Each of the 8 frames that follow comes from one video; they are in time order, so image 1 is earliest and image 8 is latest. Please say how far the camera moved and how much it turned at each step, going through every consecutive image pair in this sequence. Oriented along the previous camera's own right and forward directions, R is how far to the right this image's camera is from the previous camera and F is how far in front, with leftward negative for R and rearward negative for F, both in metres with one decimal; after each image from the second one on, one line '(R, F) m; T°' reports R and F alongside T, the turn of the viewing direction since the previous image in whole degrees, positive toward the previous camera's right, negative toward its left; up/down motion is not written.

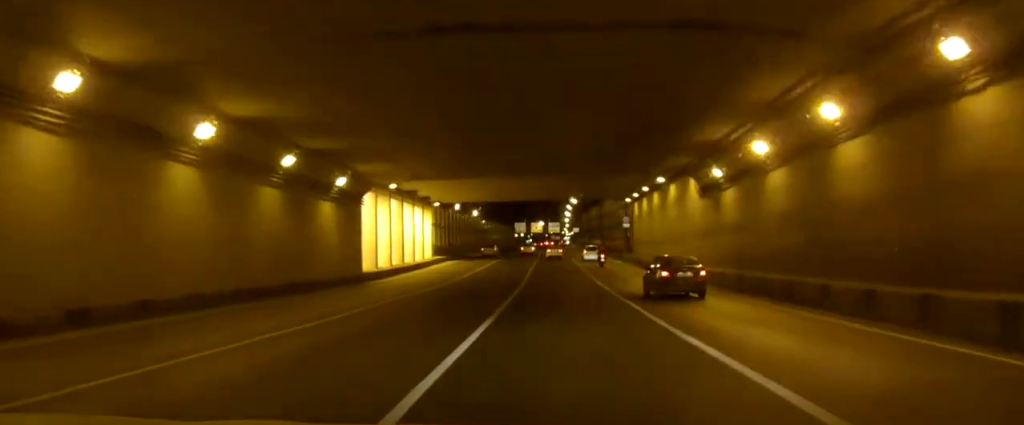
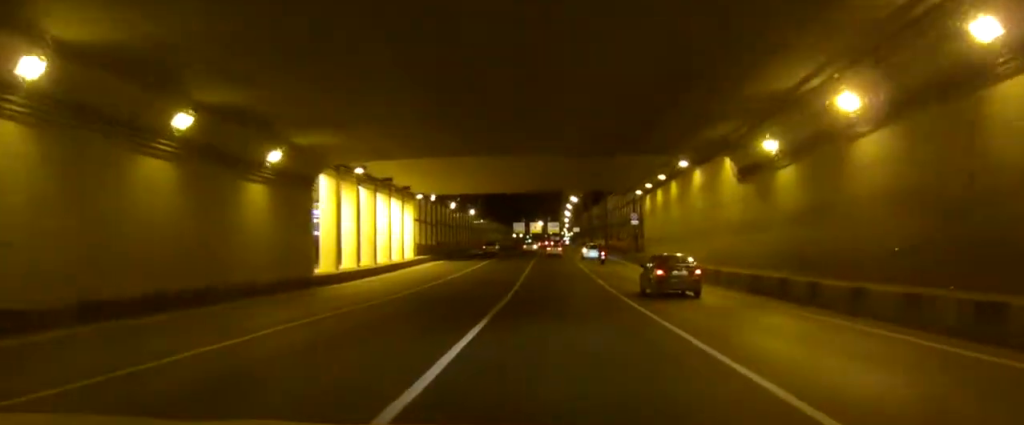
(-0.1, +8.9) m; -1°
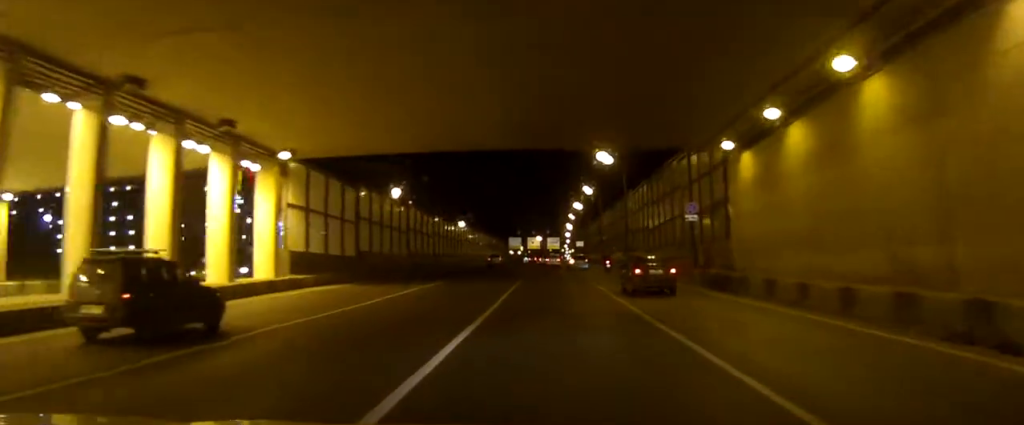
(0.0, +32.5) m; 0°
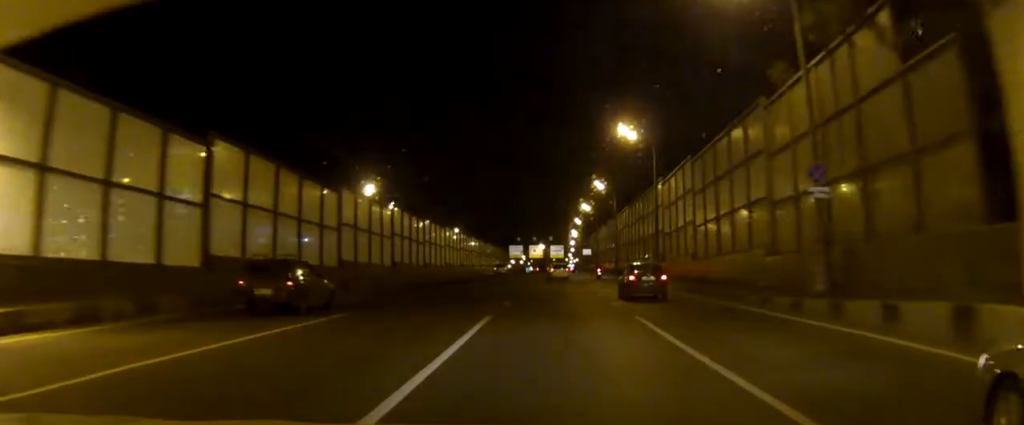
(0.0, +22.8) m; 0°
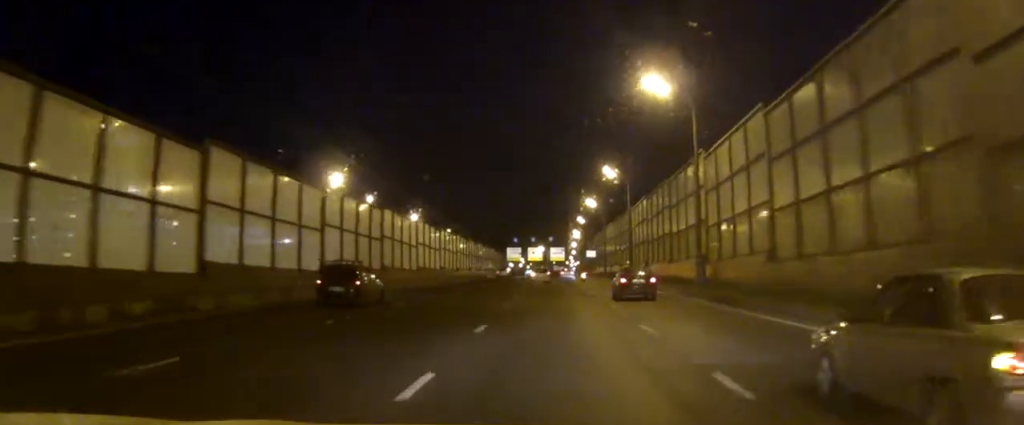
(0.0, +18.7) m; 0°
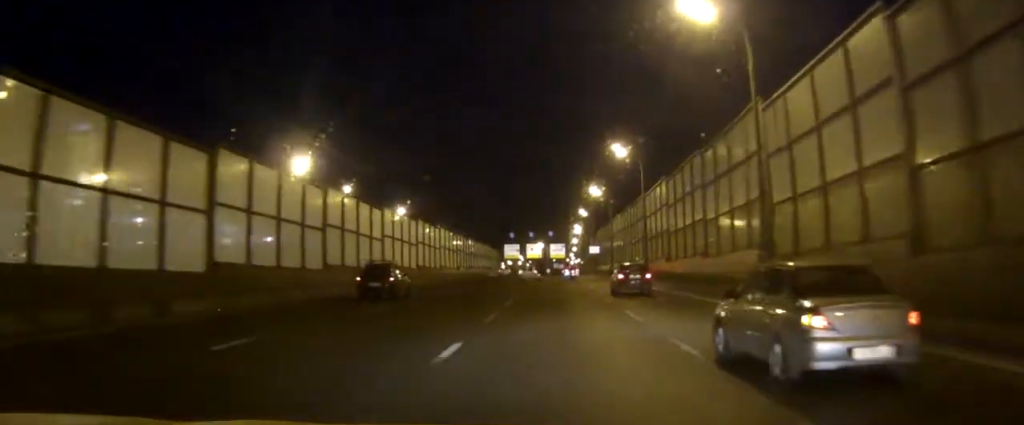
(0.0, +14.3) m; +1°
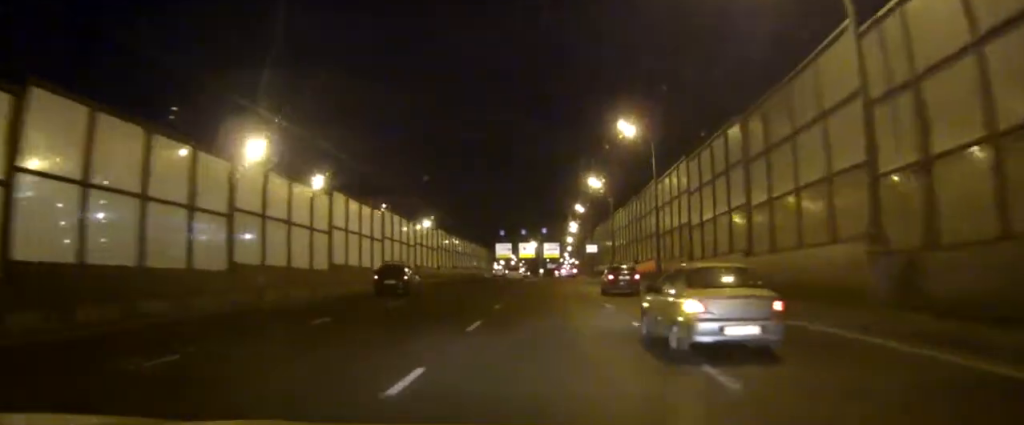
(+0.3, +12.1) m; +6°
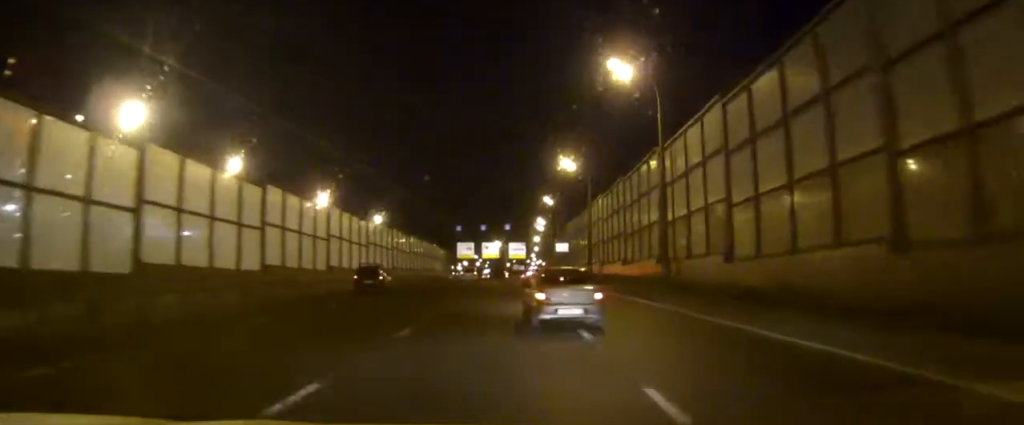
(+1.9, +16.9) m; +9°
